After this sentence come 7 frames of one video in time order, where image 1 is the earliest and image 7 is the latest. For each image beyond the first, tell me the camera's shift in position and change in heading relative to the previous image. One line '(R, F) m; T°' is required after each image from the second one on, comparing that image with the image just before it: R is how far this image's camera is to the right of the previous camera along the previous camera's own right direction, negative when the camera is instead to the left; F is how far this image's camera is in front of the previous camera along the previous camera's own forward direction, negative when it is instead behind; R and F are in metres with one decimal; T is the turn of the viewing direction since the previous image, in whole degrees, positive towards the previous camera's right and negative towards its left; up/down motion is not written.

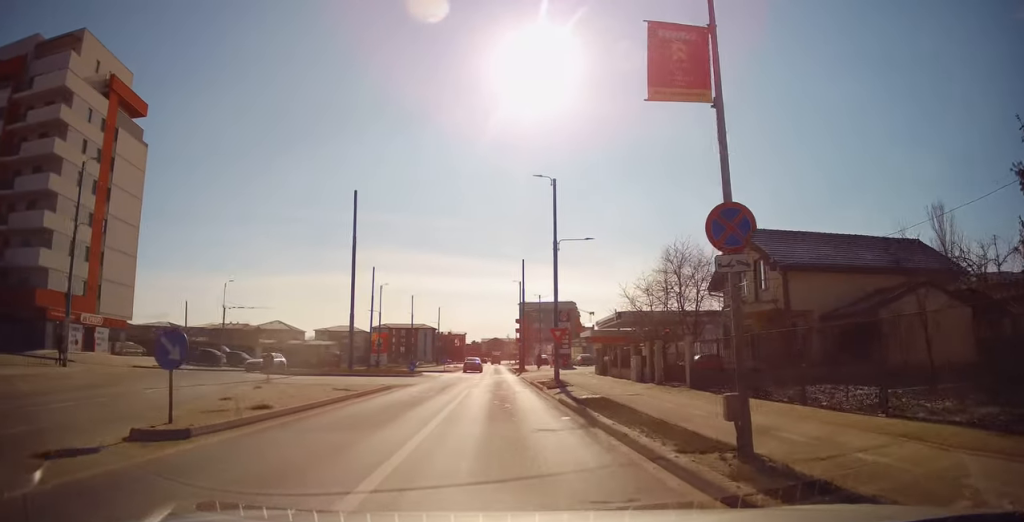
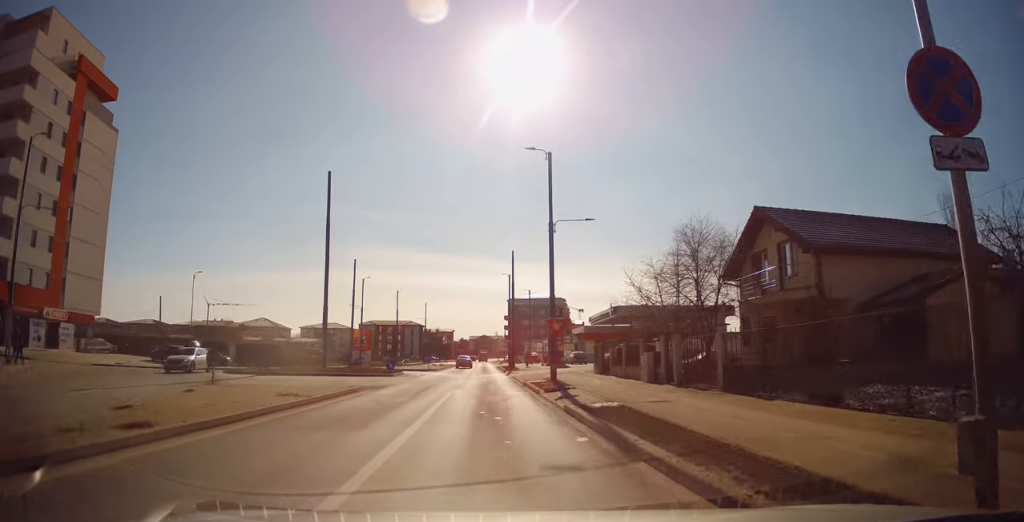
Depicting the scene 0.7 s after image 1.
(+0.2, +3.5) m; +4°
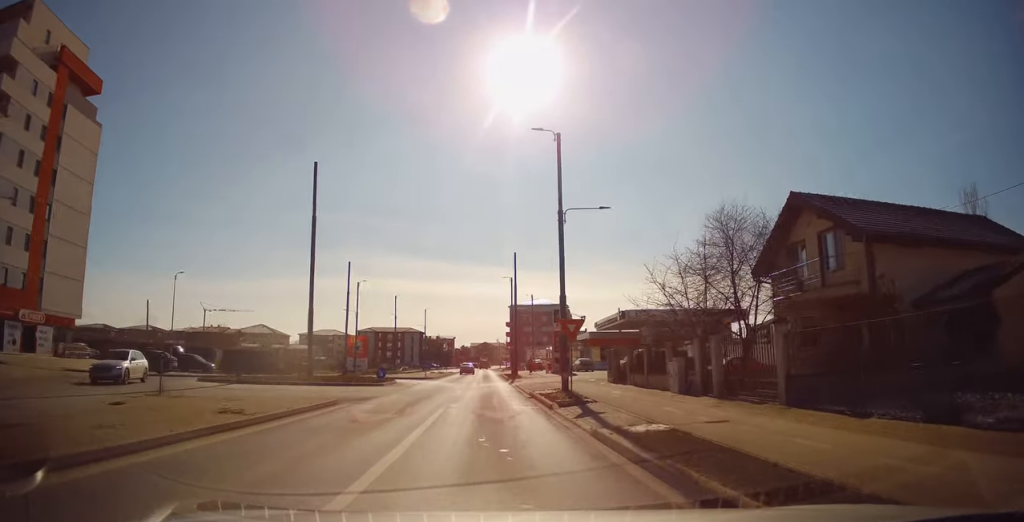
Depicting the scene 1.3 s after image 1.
(+0.1, +3.1) m; +2°
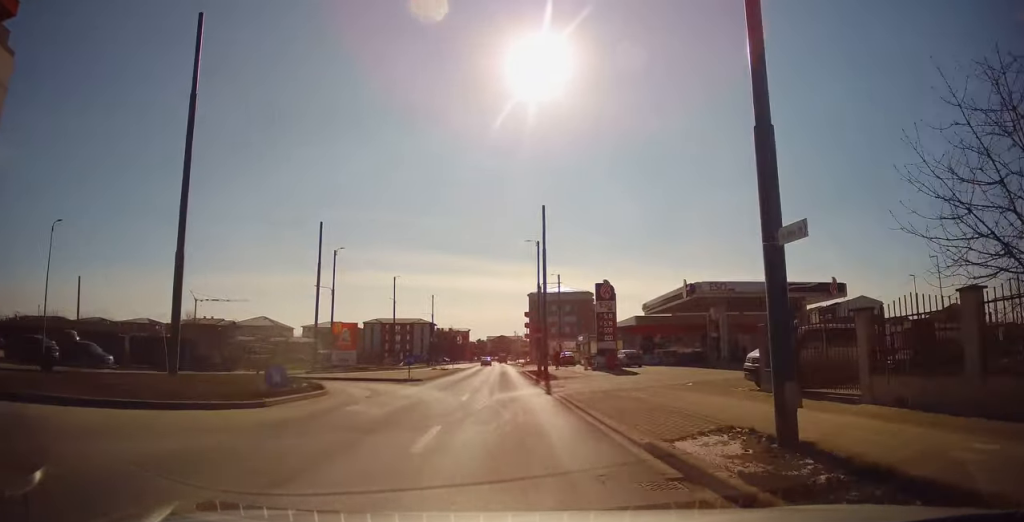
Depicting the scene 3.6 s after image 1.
(-0.5, +14.6) m; -2°
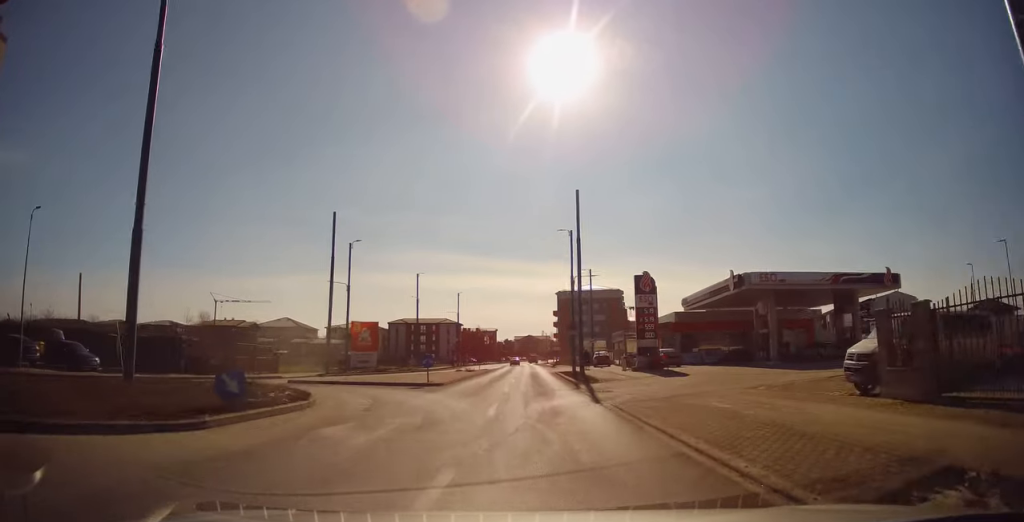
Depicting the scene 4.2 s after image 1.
(+0.2, +3.9) m; 0°
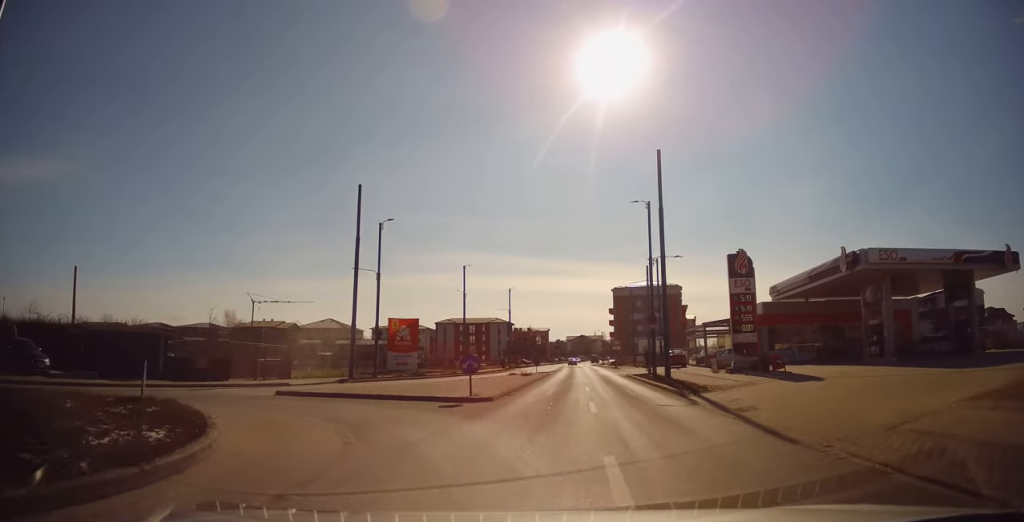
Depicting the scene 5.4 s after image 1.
(-0.5, +8.3) m; -7°
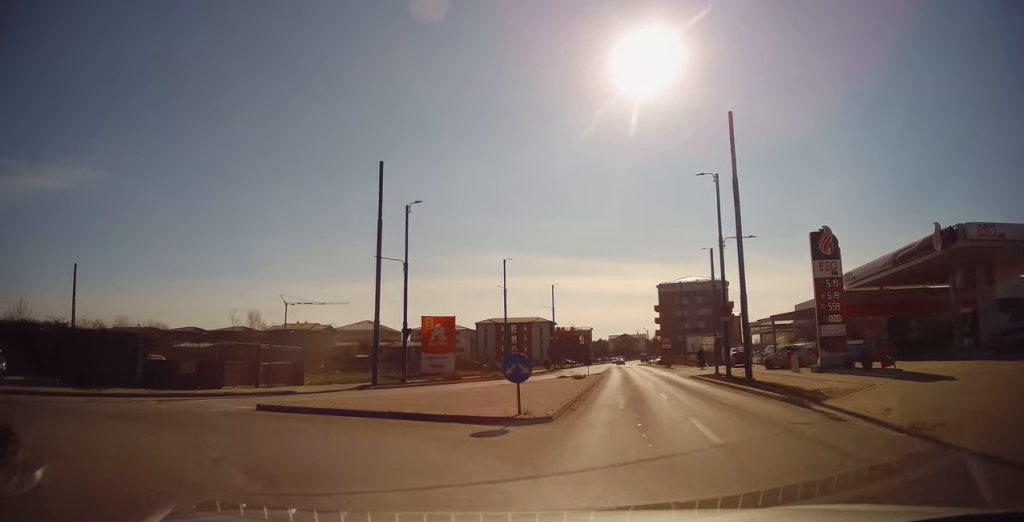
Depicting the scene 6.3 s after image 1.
(-0.3, +5.5) m; -4°
